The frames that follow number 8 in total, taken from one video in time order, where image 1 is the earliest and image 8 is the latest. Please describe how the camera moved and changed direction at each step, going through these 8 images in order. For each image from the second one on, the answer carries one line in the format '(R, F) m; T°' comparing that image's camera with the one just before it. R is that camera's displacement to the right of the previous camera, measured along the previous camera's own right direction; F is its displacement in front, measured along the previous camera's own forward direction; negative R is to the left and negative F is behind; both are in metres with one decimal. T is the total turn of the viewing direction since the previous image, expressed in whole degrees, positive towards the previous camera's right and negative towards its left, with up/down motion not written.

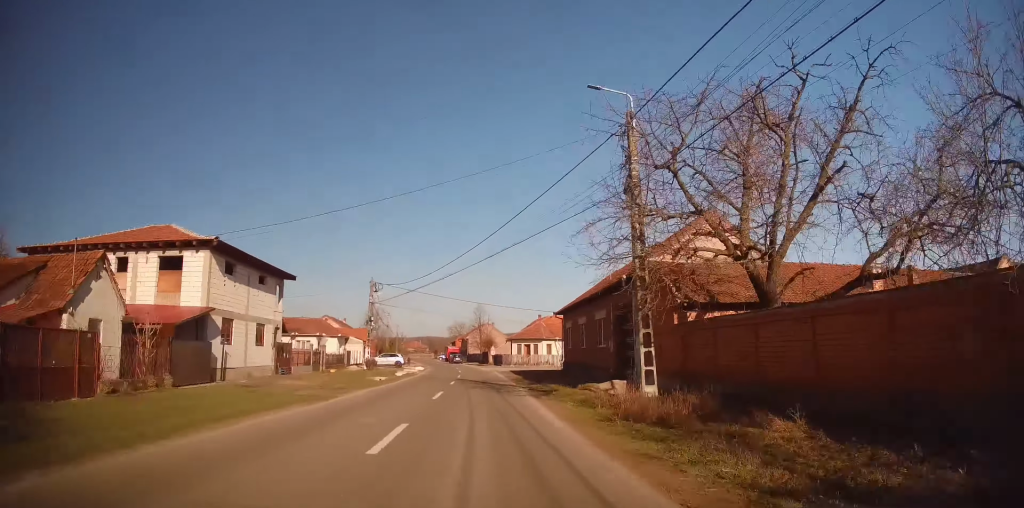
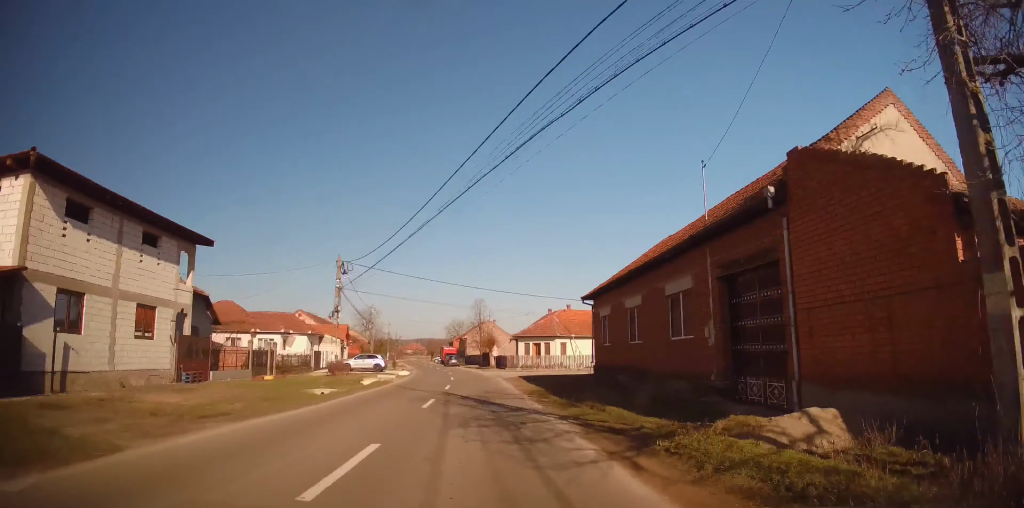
(0.0, +11.2) m; -1°
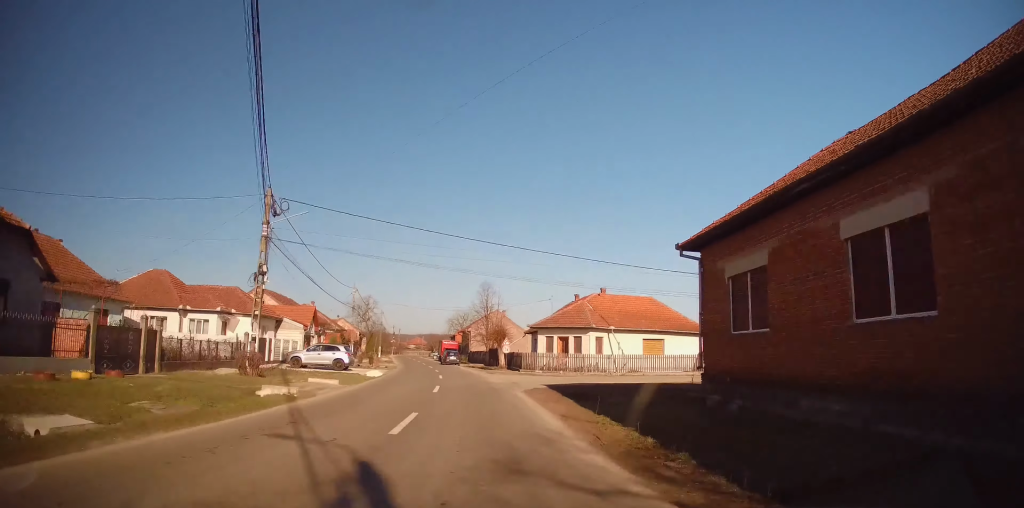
(-0.3, +14.3) m; -1°
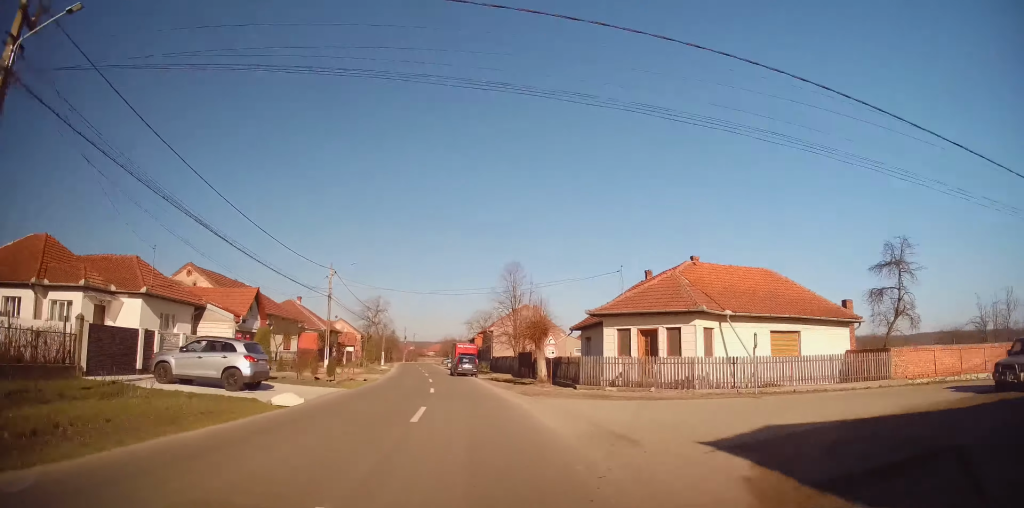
(0.0, +16.9) m; 0°
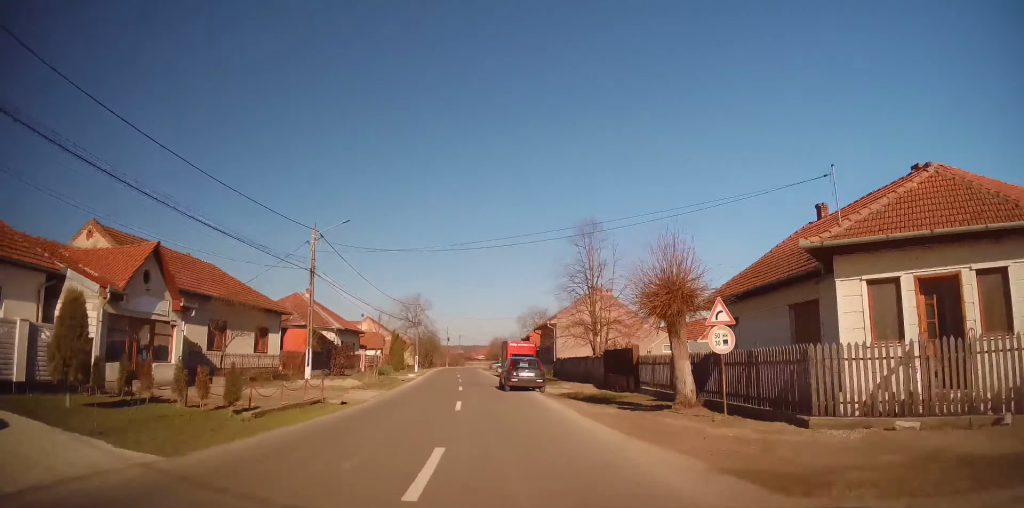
(-0.1, +15.2) m; -3°
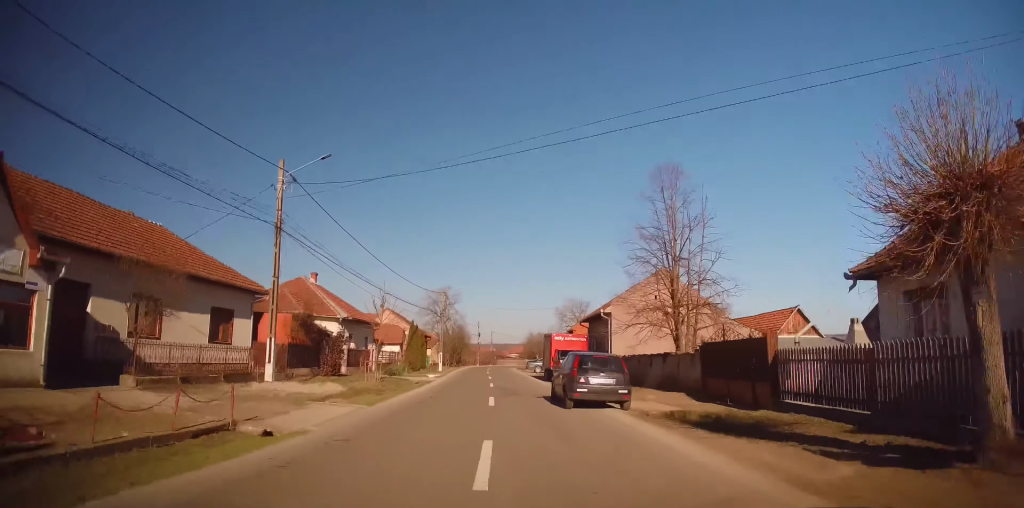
(-0.3, +9.1) m; -4°
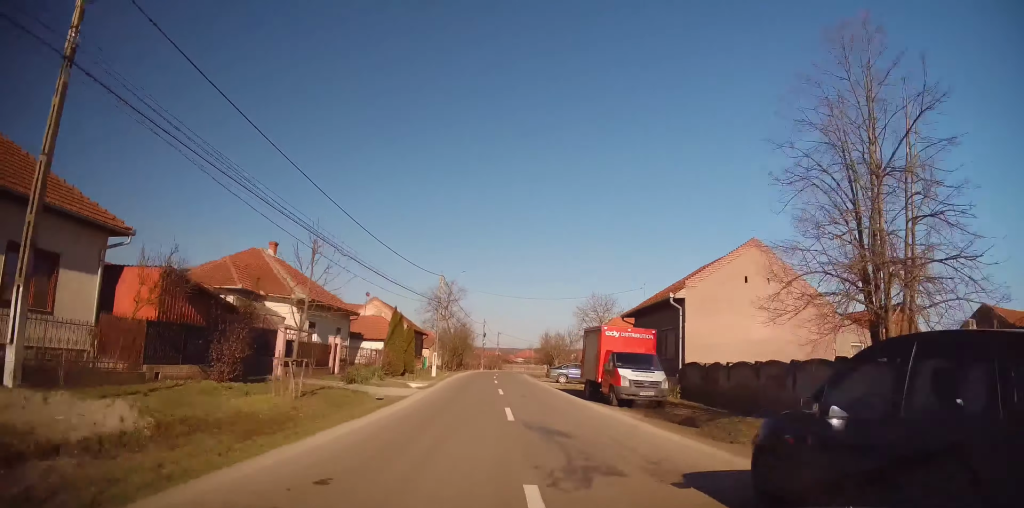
(-0.6, +12.0) m; -3°
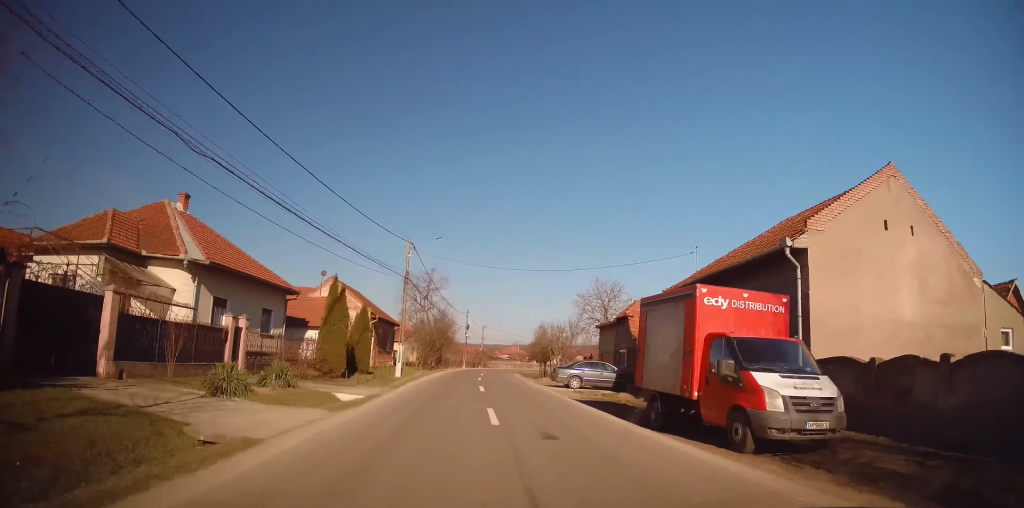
(-0.3, +10.4) m; -1°
